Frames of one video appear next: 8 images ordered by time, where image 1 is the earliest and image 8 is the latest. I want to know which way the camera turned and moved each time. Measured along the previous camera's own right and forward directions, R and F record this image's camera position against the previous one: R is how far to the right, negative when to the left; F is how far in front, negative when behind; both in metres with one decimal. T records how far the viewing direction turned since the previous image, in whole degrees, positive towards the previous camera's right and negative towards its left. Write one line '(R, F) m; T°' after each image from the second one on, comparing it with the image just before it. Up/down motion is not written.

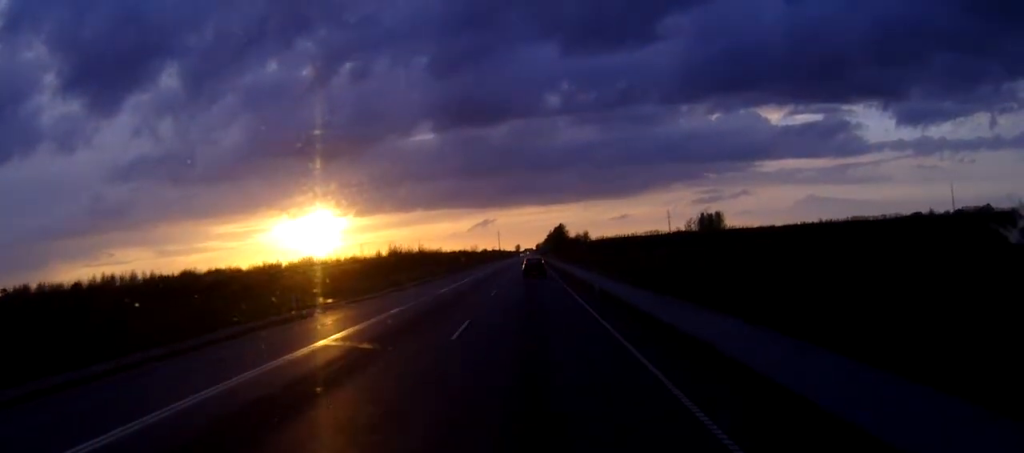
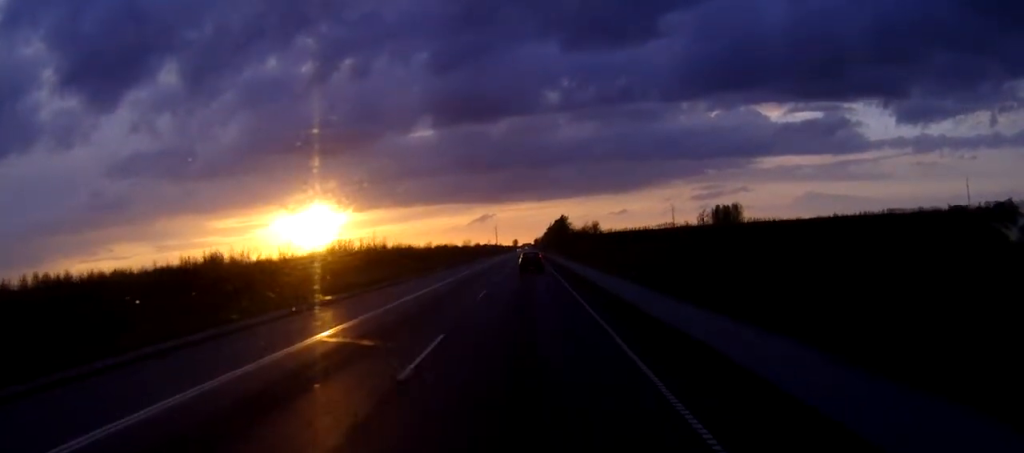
(+0.1, +34.5) m; 0°
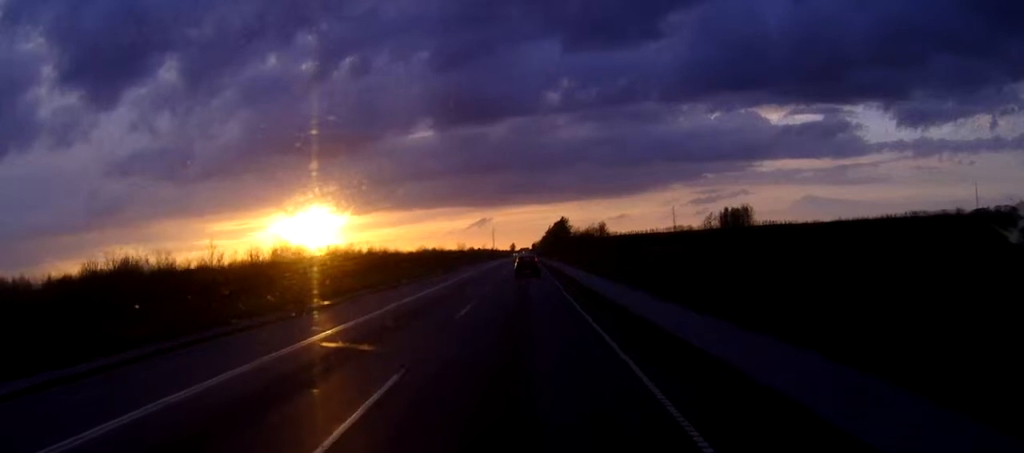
(0.0, +19.2) m; 0°
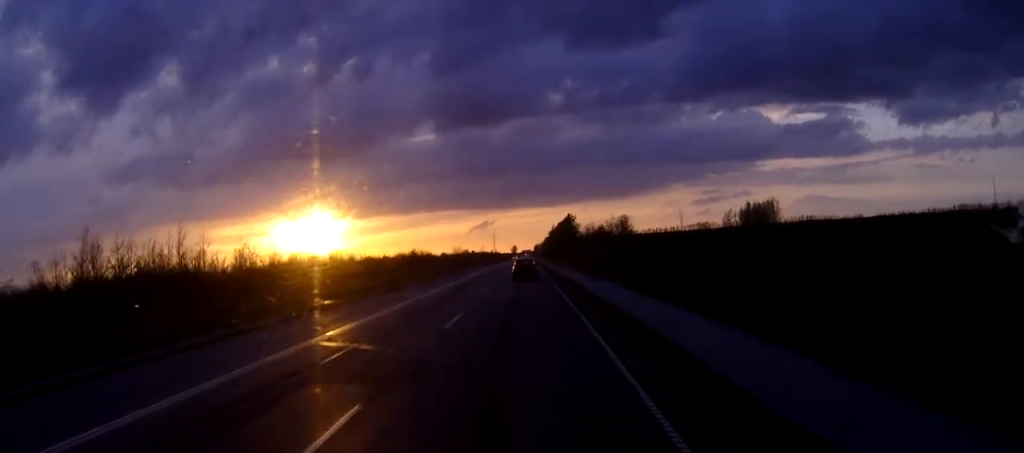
(+0.1, +32.0) m; 0°
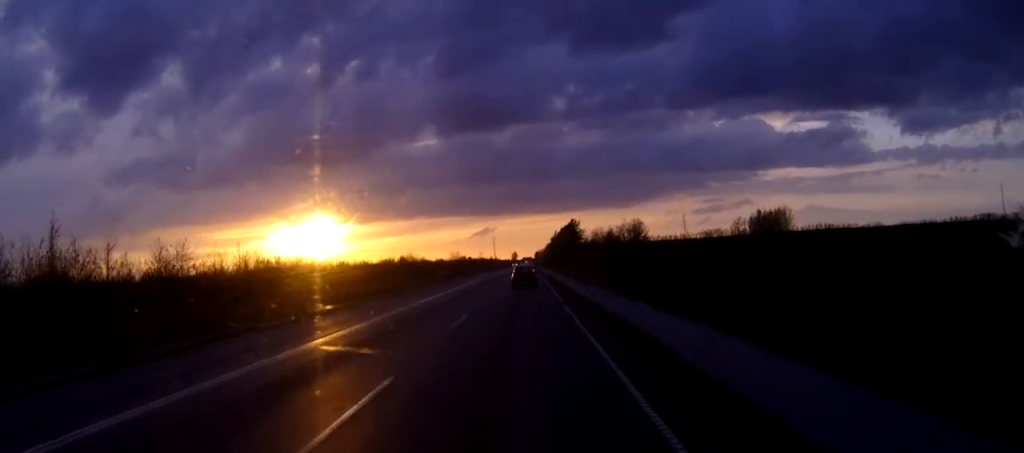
(-0.1, +12.7) m; 0°
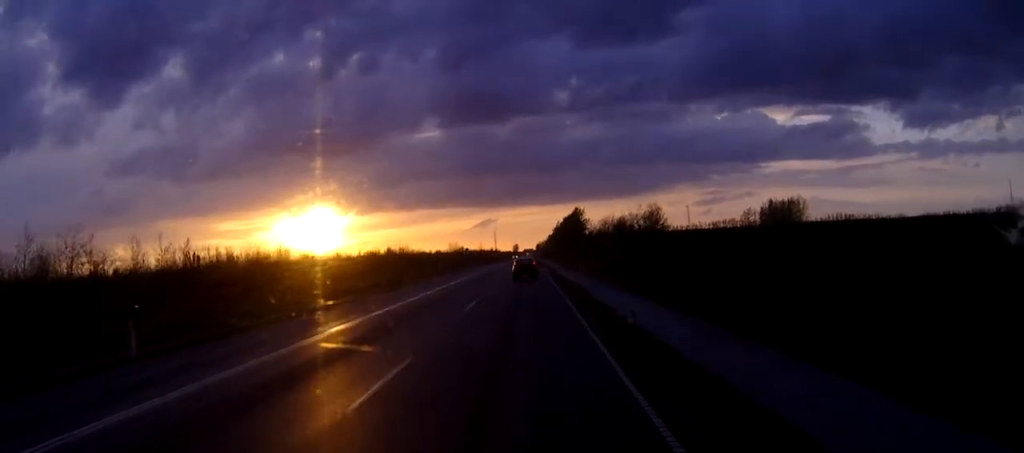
(0.0, +12.6) m; 0°
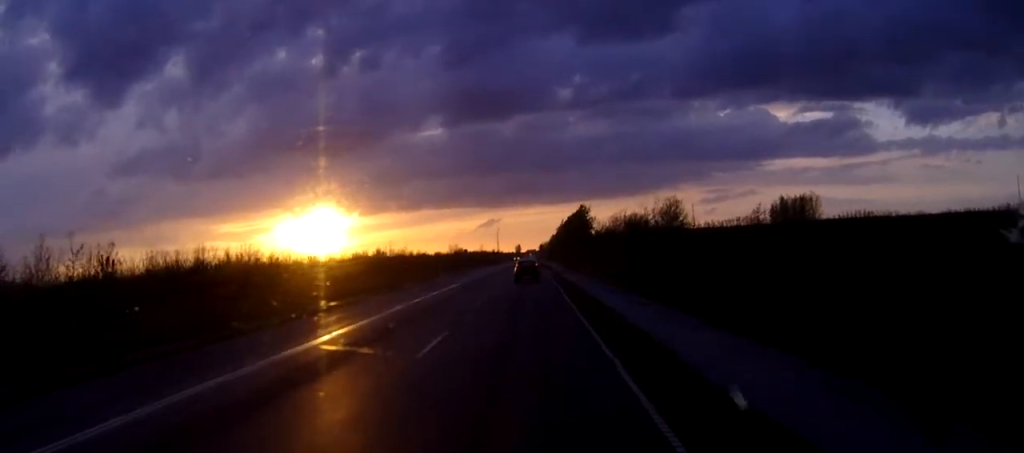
(0.0, +9.7) m; 0°
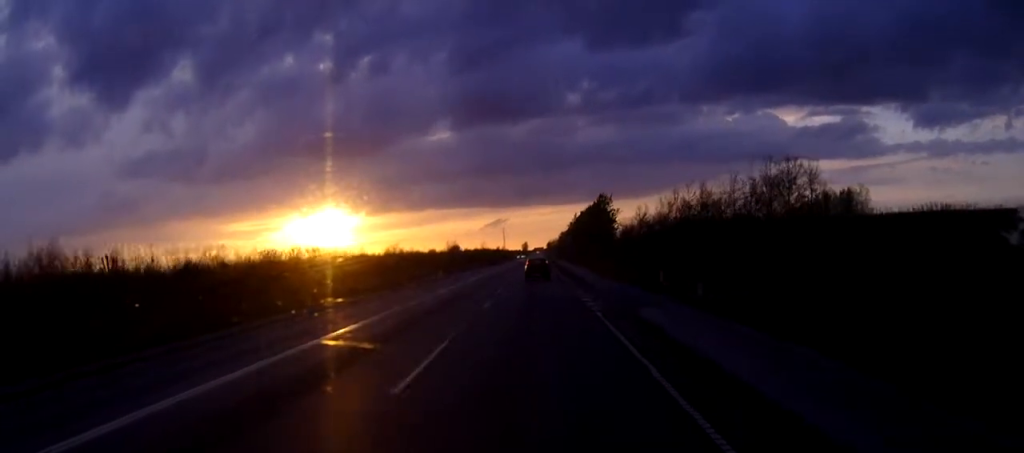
(-0.1, +34.1) m; 0°
